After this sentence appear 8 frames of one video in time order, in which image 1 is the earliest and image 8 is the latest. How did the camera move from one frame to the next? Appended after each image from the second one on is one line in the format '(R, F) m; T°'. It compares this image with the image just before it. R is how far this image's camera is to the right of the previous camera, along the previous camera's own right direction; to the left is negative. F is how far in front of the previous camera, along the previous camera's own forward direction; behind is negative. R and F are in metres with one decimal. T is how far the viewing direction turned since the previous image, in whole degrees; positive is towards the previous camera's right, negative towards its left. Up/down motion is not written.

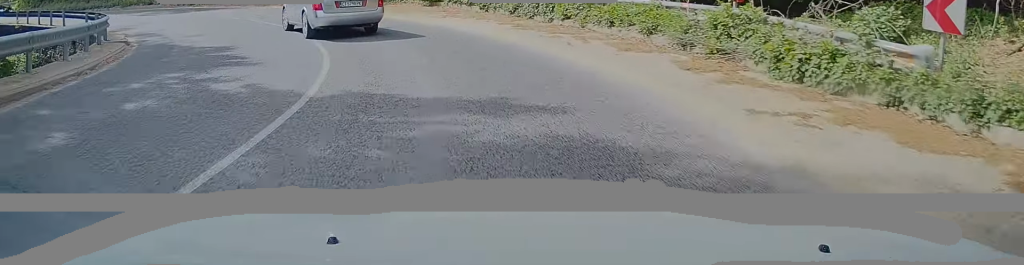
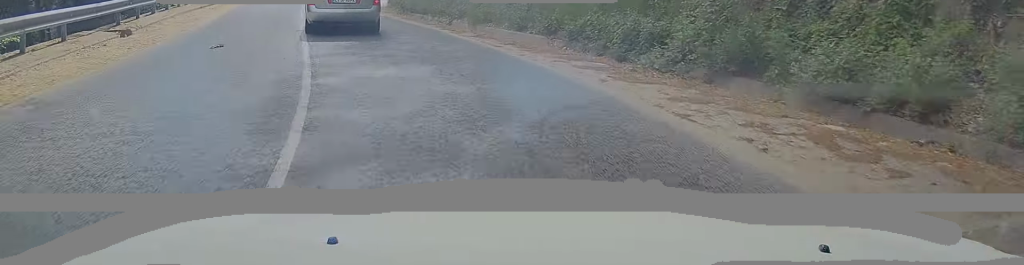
(-10.0, +24.5) m; -42°
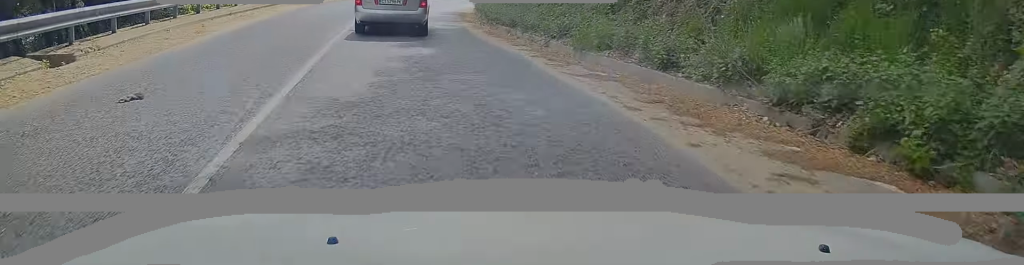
(-0.3, +5.3) m; -6°
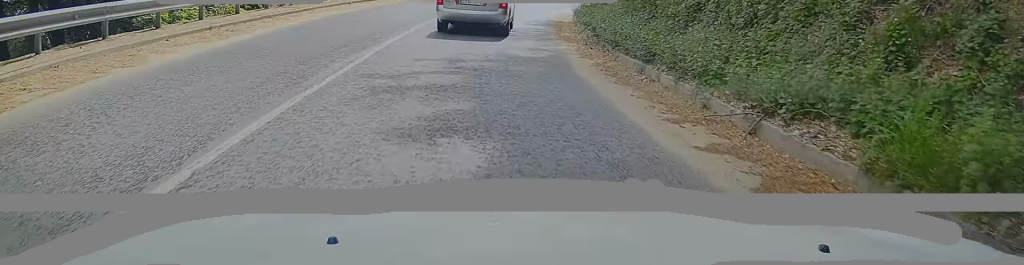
(-0.7, +6.7) m; -5°
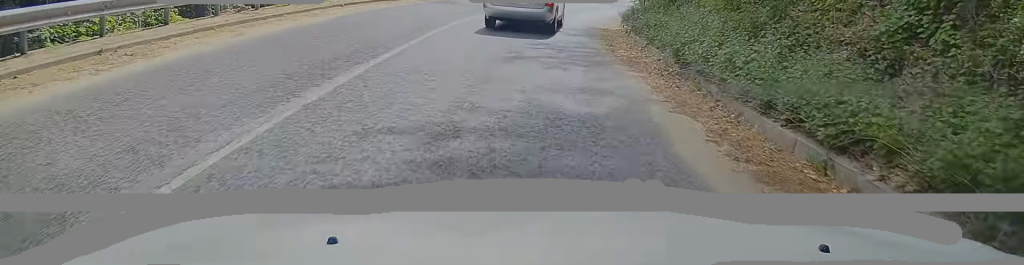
(-0.1, +5.0) m; -2°
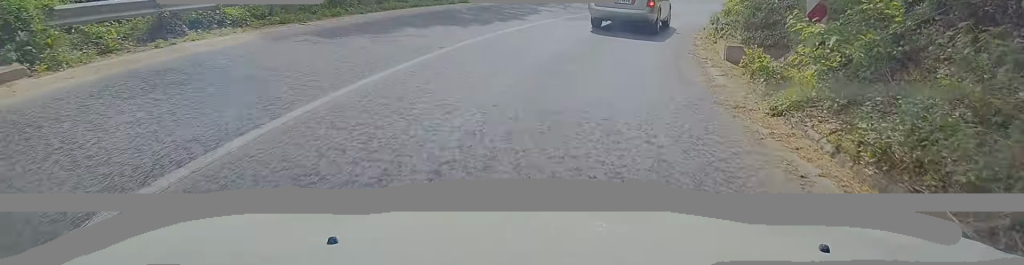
(-0.7, +18.5) m; +1°
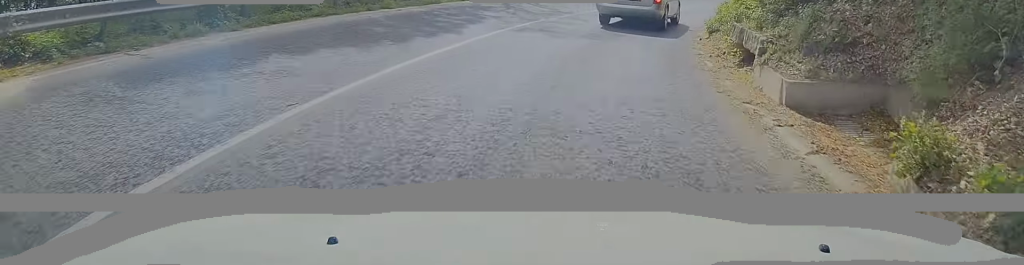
(+0.4, +5.1) m; +2°
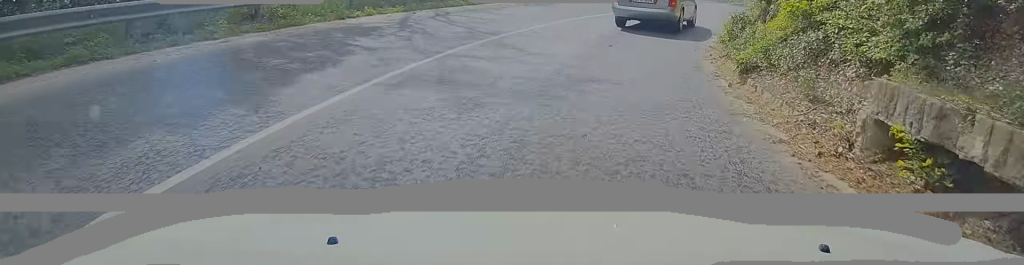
(+0.3, +7.1) m; +3°
